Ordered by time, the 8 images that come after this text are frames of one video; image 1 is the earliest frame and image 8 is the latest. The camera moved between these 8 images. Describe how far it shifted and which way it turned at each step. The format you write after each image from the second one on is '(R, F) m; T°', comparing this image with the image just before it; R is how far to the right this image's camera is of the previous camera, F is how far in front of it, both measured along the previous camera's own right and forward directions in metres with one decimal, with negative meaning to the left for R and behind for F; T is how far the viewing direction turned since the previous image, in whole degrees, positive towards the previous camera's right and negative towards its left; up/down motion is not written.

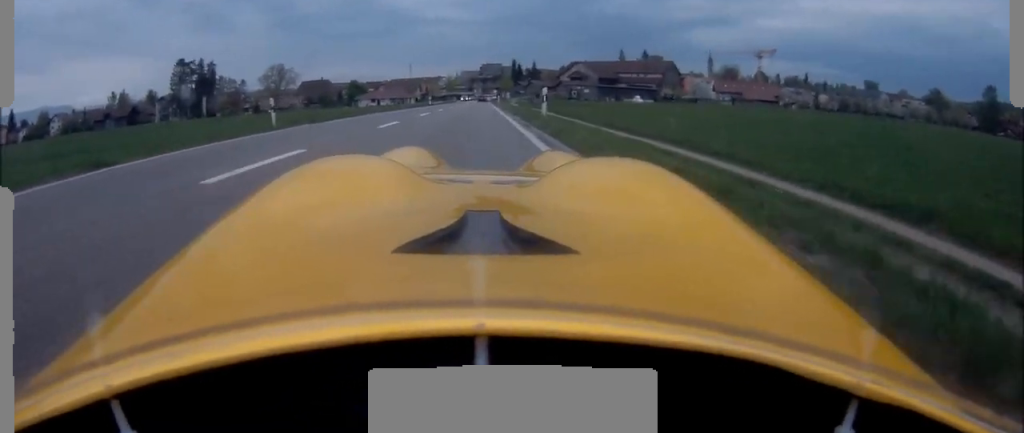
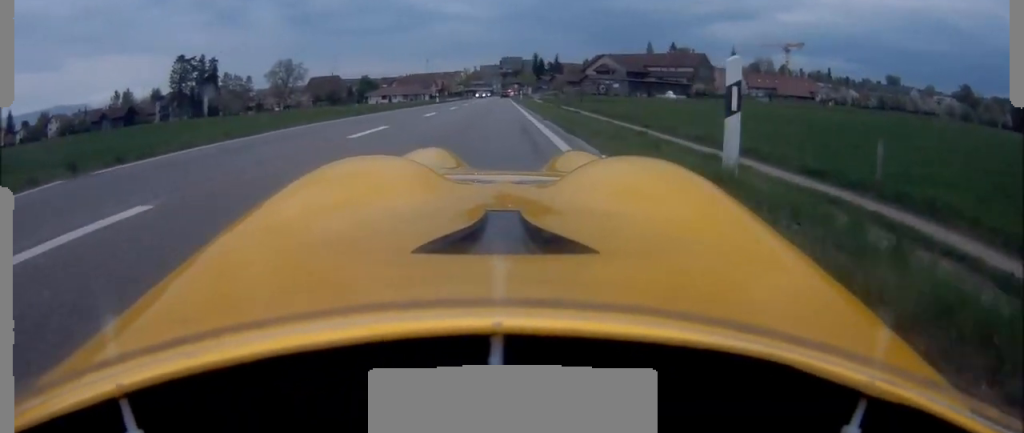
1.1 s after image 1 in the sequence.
(-0.1, +13.4) m; 0°
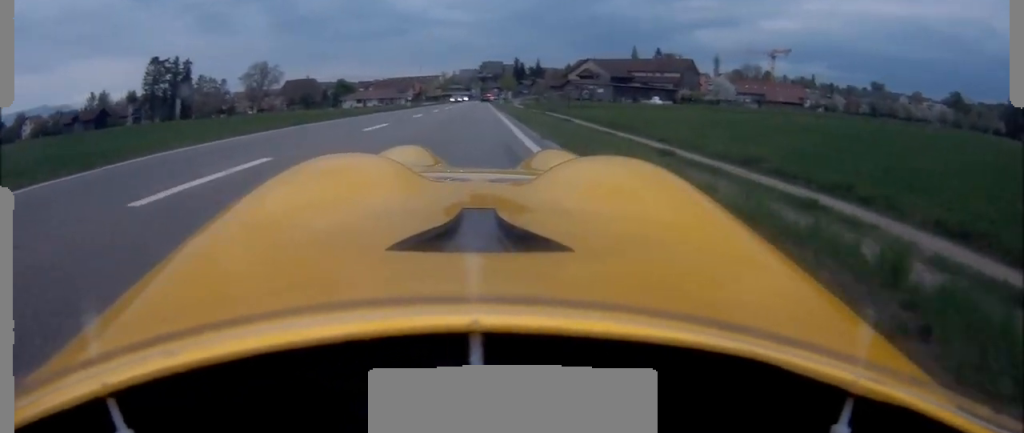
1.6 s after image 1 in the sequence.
(-0.1, +5.7) m; 0°
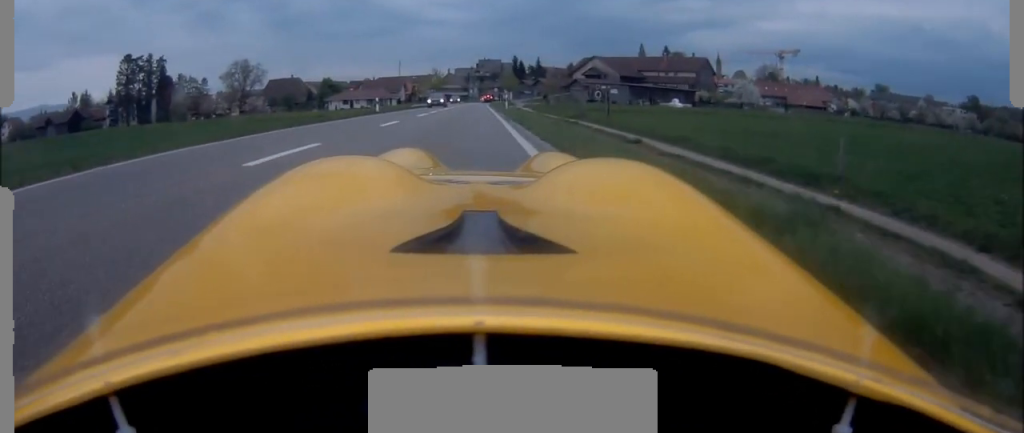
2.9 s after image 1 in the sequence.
(+0.3, +15.9) m; +1°
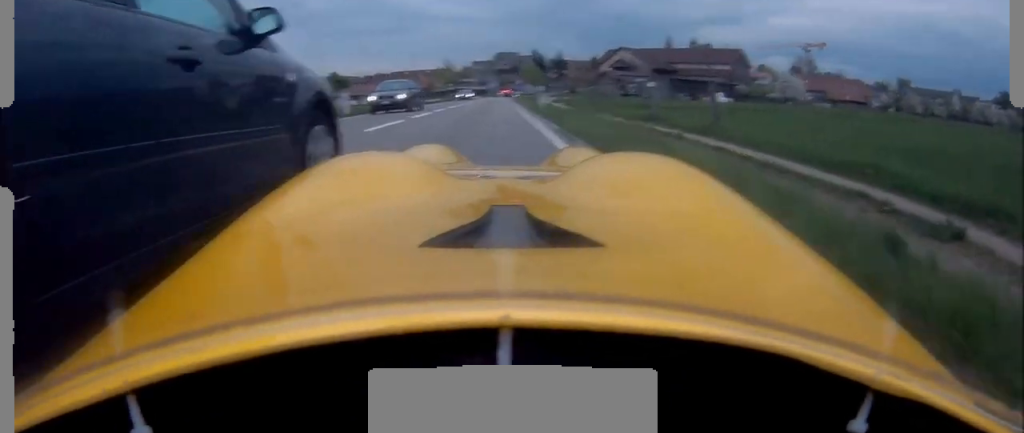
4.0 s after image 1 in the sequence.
(+0.1, +13.9) m; 0°
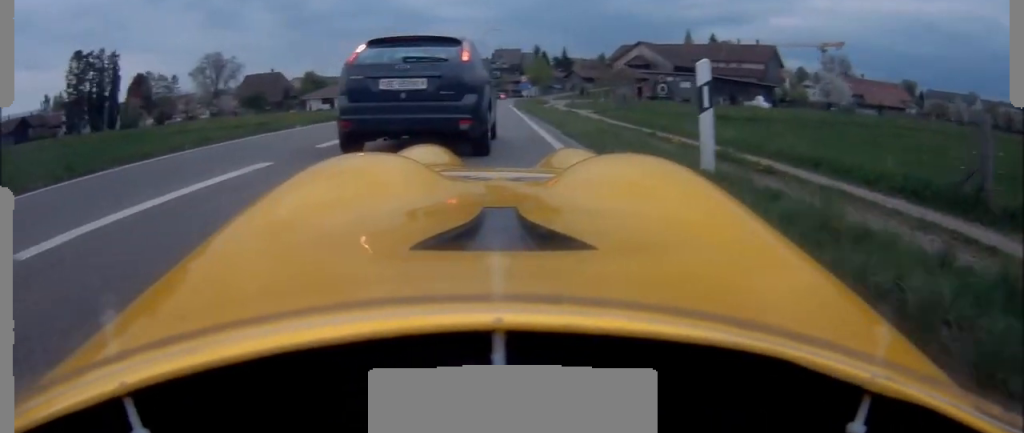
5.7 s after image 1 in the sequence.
(-0.1, +21.1) m; 0°
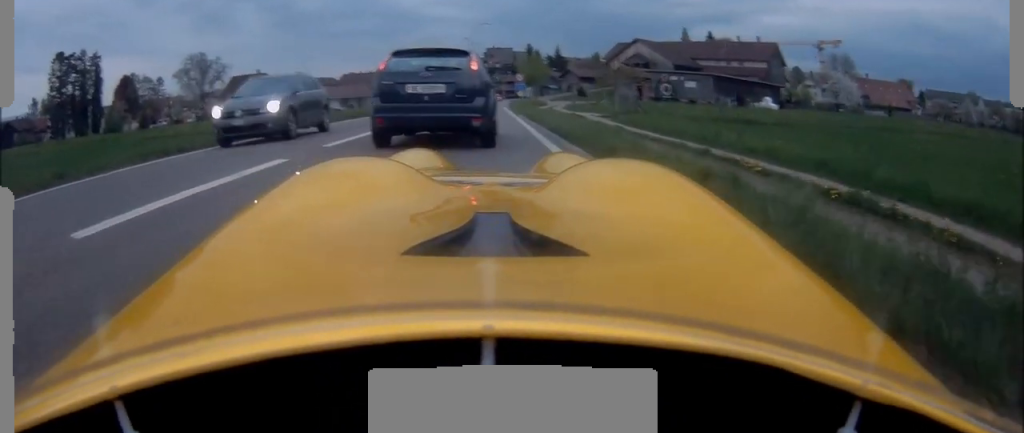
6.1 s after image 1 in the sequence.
(0.0, +5.2) m; 0°
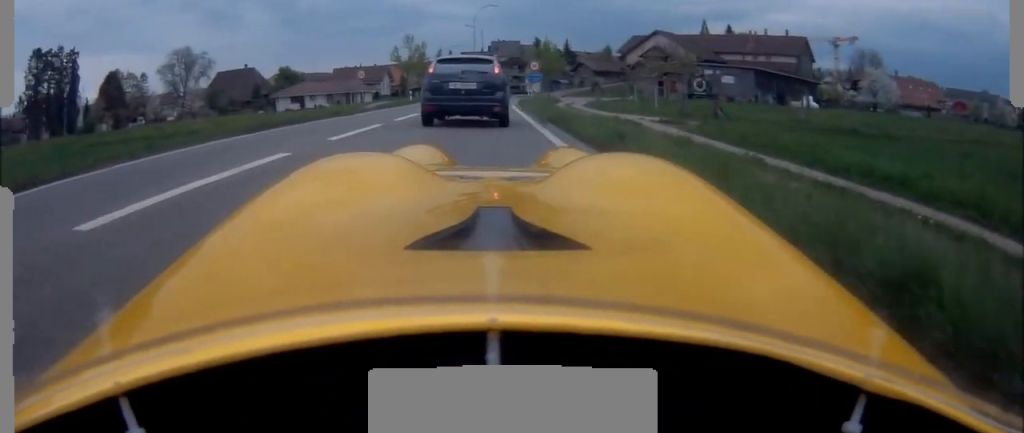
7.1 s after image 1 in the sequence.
(0.0, +12.2) m; 0°
